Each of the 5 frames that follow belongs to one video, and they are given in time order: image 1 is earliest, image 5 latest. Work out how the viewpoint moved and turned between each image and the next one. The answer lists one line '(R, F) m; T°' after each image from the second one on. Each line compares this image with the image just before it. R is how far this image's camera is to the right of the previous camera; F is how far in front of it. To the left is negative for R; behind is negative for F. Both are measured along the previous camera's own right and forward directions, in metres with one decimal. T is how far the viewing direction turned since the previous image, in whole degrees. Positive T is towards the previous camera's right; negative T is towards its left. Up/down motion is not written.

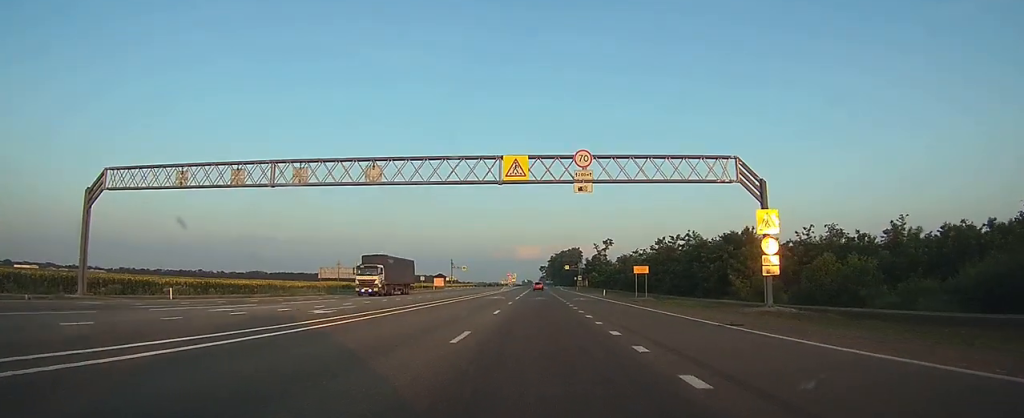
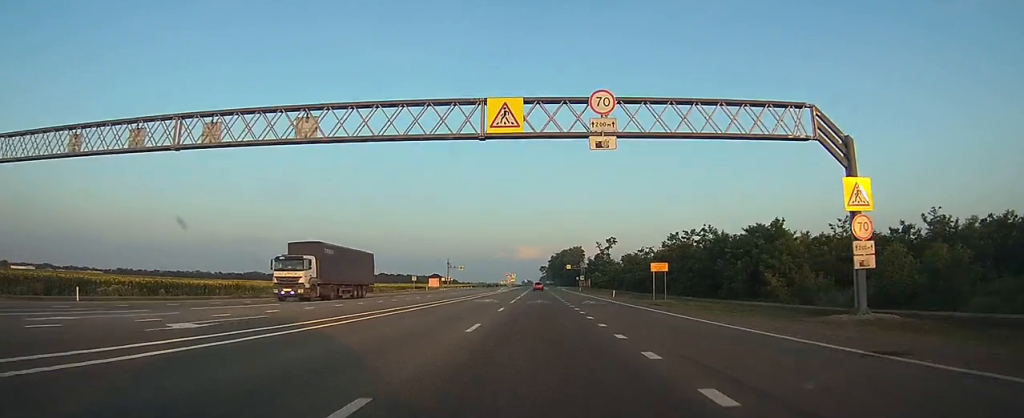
(0.0, +9.1) m; 0°
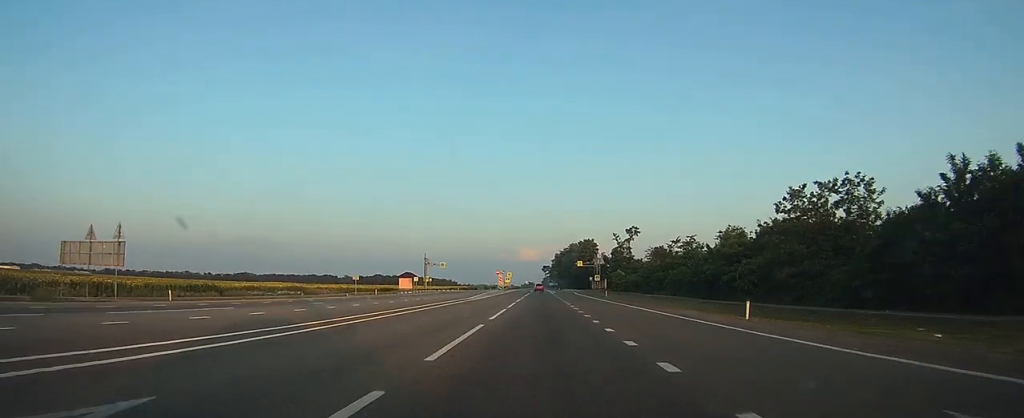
(+0.1, +41.4) m; 0°
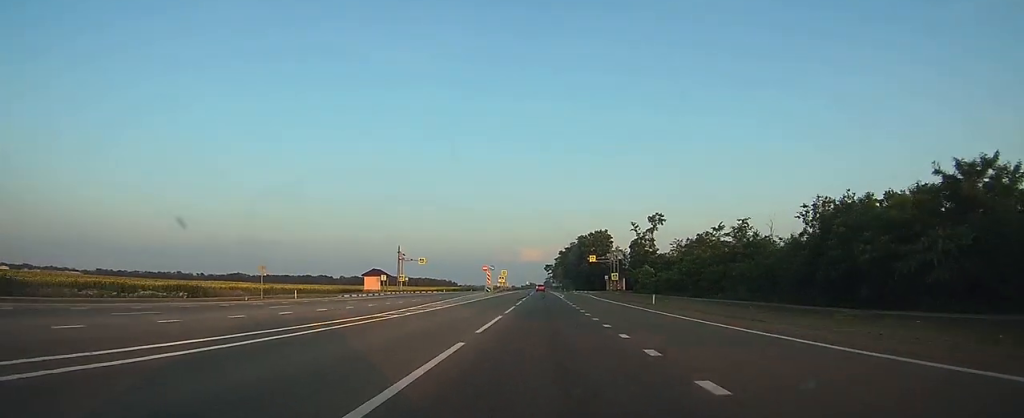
(+0.1, +29.7) m; 0°
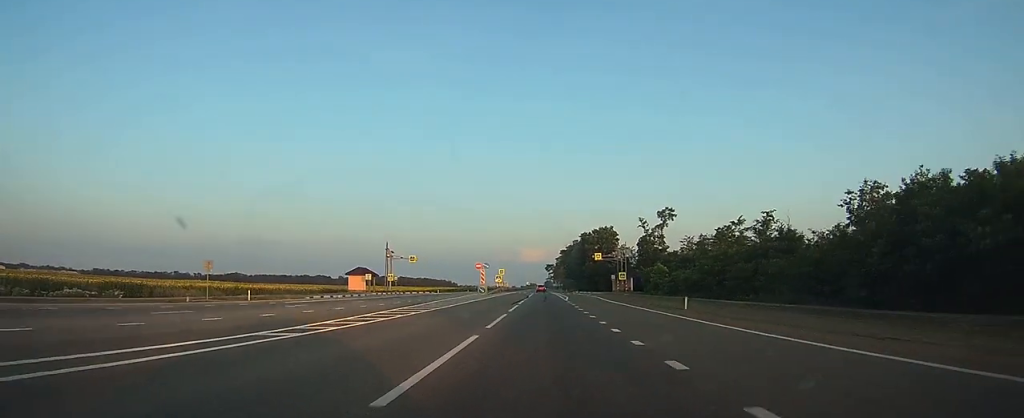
(0.0, +9.7) m; 0°
